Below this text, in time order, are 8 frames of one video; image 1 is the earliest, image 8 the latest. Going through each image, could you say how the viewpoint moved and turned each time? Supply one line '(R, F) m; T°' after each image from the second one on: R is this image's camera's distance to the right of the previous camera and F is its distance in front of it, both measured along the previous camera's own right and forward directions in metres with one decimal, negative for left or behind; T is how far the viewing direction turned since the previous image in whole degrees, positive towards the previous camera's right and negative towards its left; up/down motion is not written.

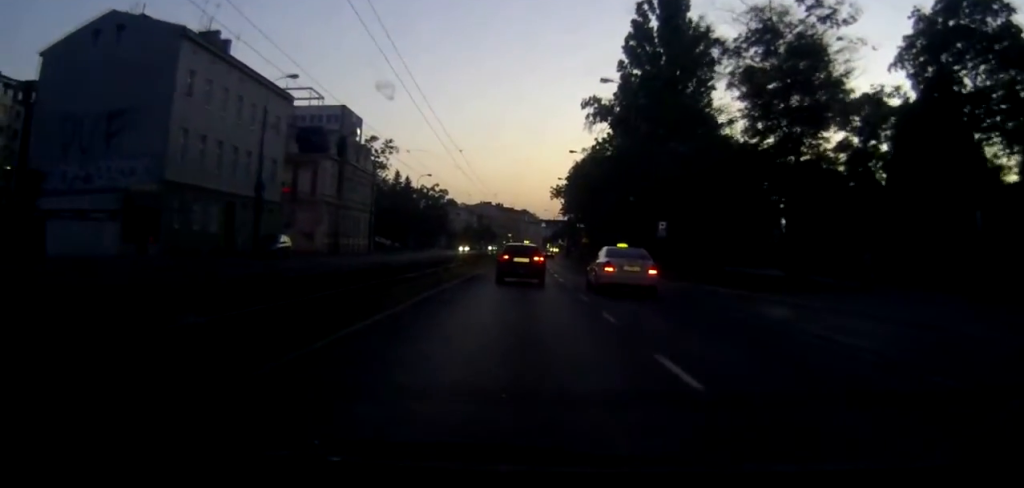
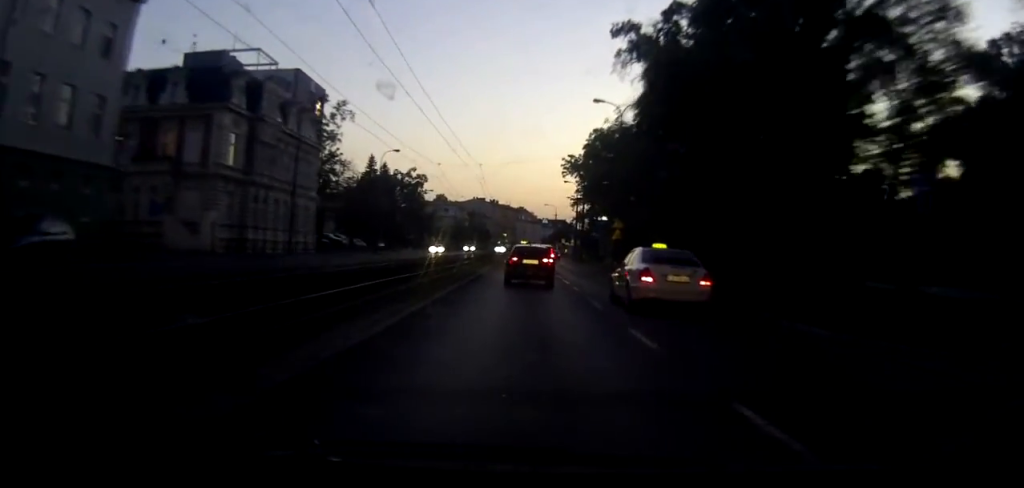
(+0.1, +27.1) m; 0°
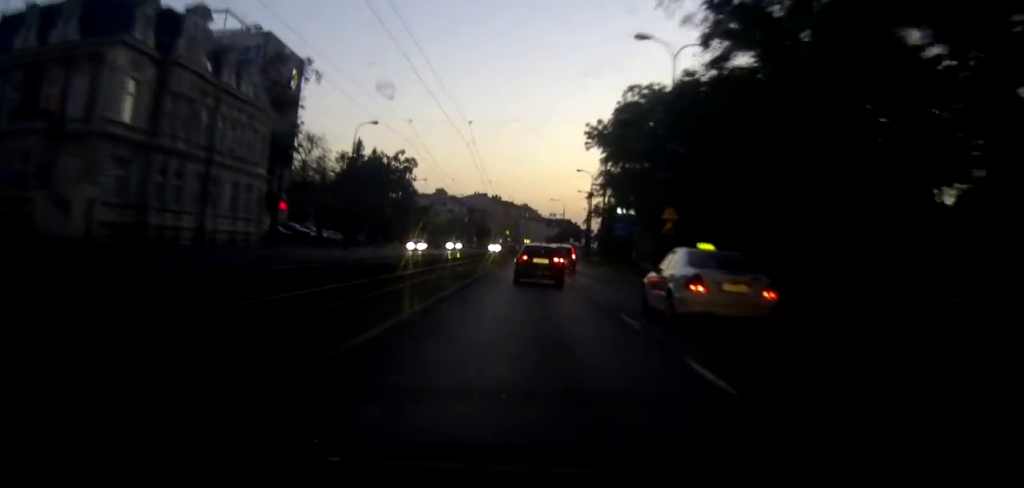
(0.0, +15.9) m; 0°
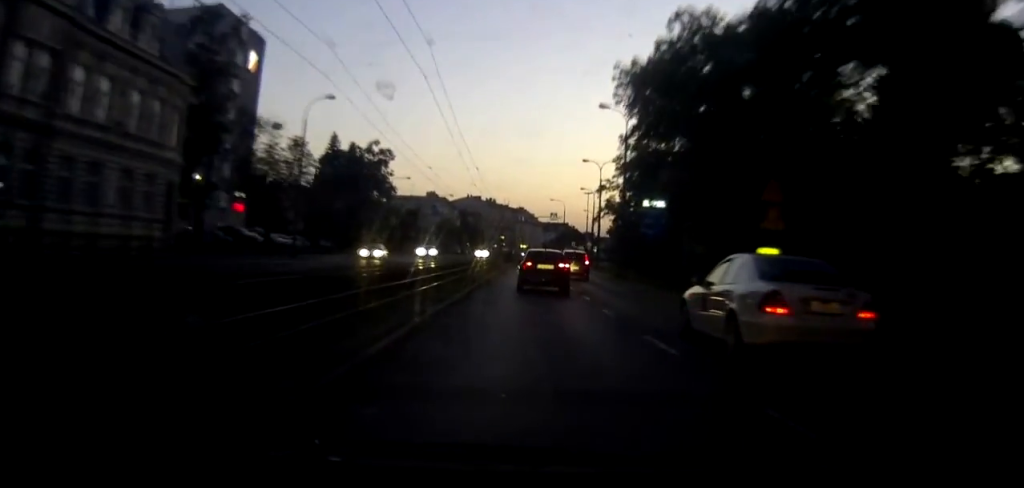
(0.0, +14.2) m; 0°
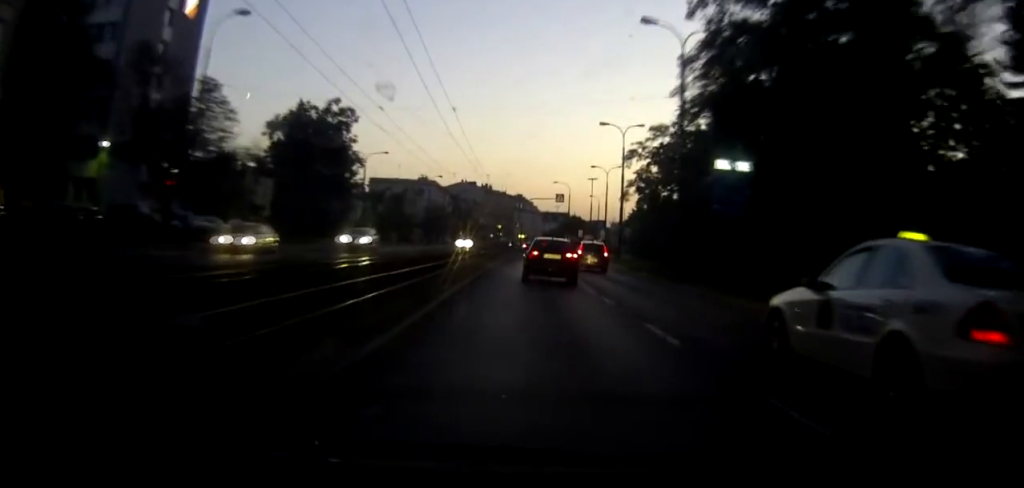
(+0.1, +16.3) m; 0°
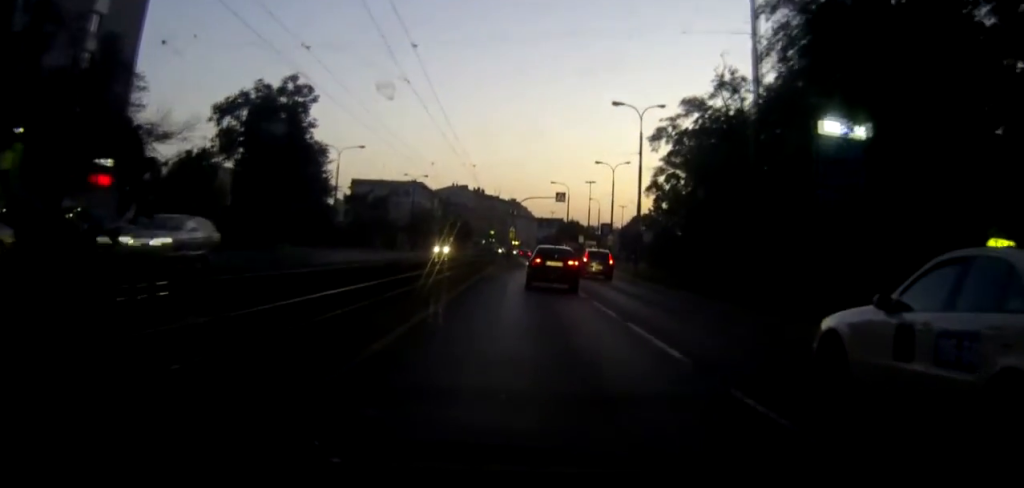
(0.0, +9.9) m; 0°
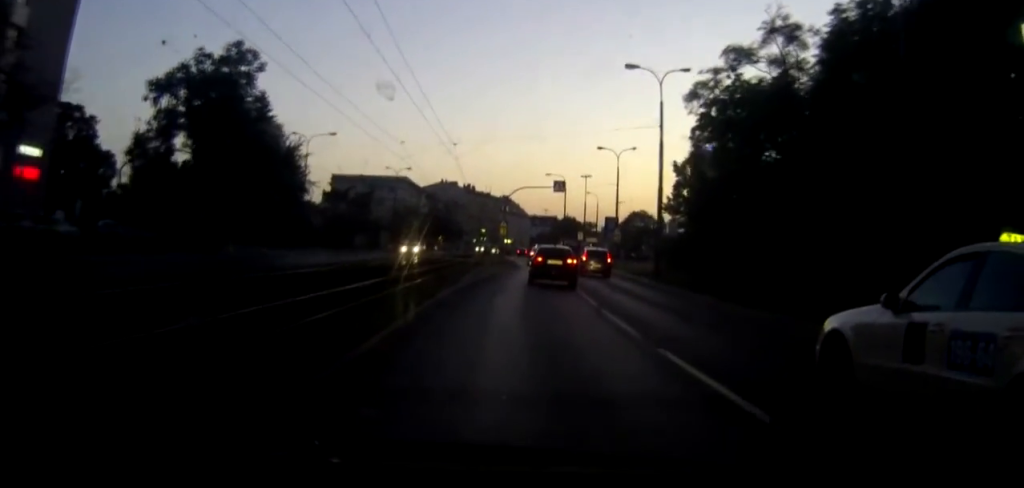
(0.0, +8.8) m; 0°
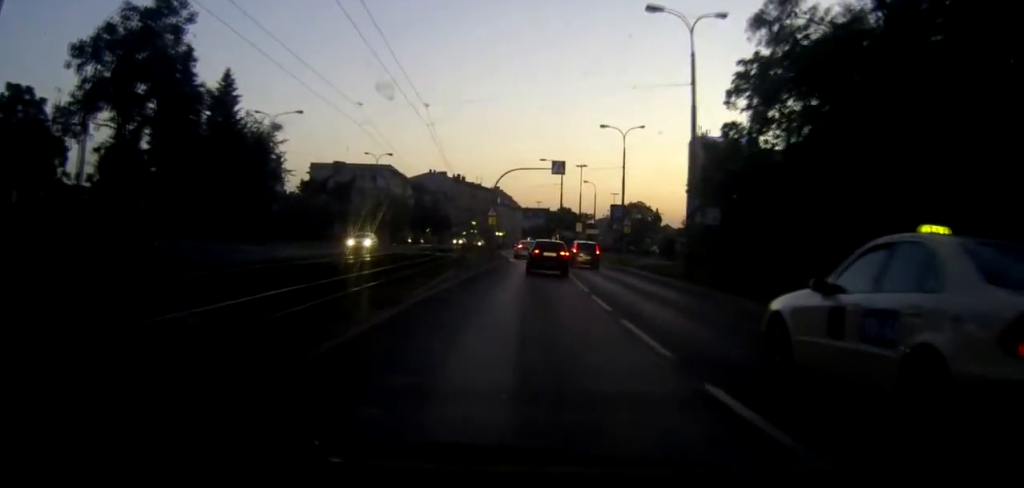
(0.0, +8.2) m; +1°
